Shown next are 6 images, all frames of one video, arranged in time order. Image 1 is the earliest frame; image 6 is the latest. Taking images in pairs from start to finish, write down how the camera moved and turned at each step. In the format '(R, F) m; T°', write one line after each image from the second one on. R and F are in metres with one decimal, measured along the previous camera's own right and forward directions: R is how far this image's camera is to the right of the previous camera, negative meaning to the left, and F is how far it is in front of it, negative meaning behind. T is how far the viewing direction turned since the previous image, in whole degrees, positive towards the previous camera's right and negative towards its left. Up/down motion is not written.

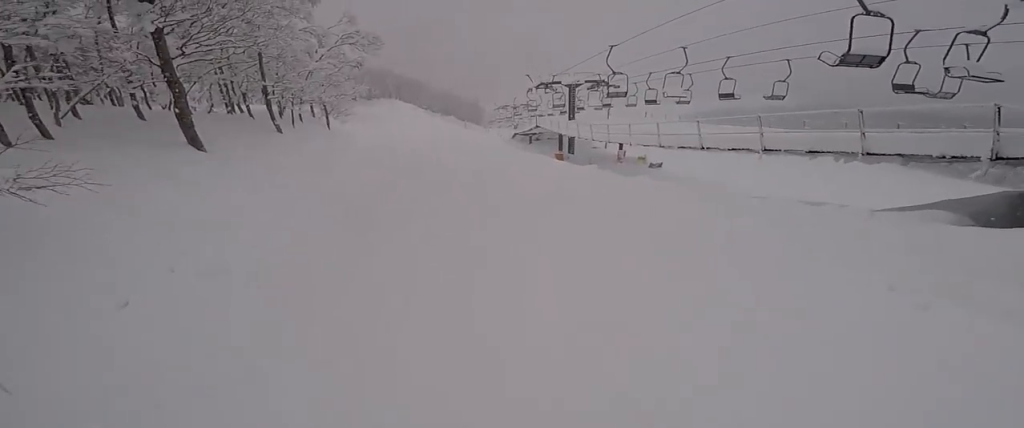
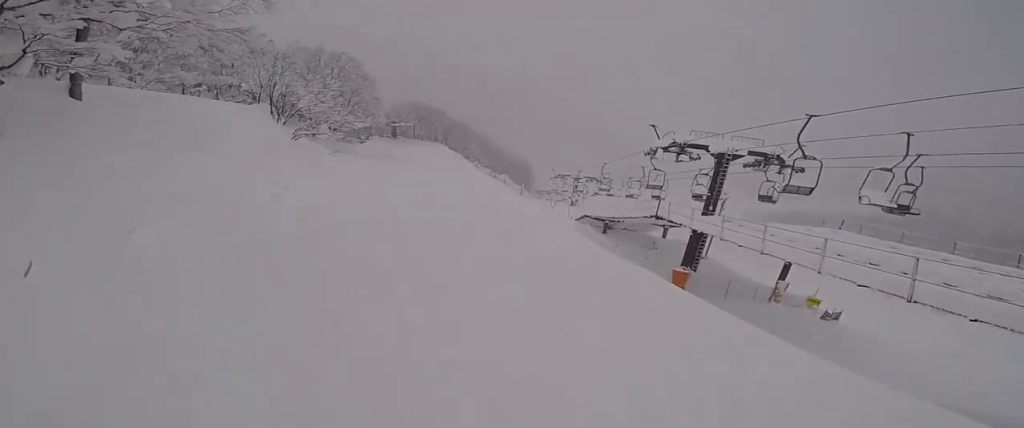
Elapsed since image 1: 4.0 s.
(+3.7, +20.1) m; +3°
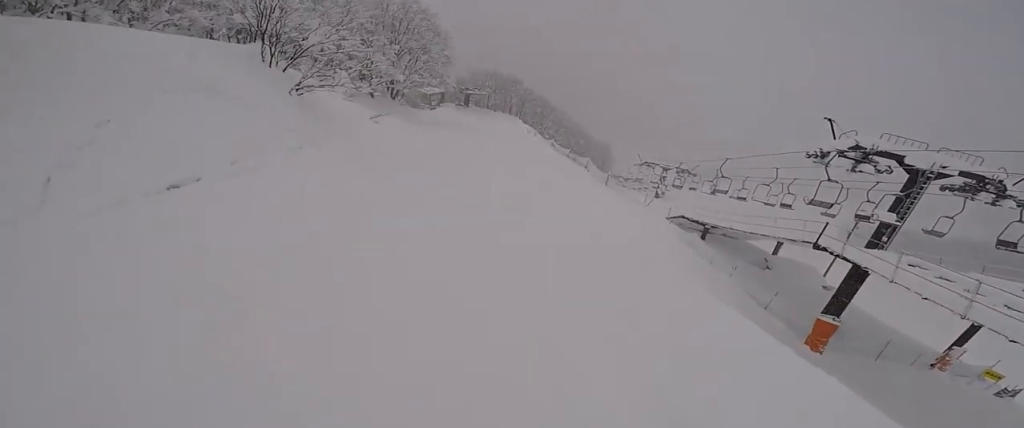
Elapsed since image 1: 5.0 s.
(-0.2, +6.6) m; -3°
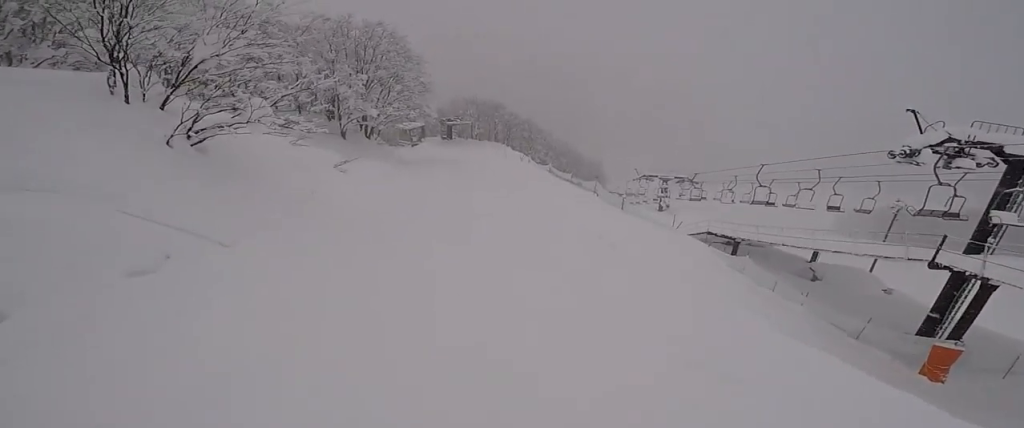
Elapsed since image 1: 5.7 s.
(0.0, +5.0) m; -3°
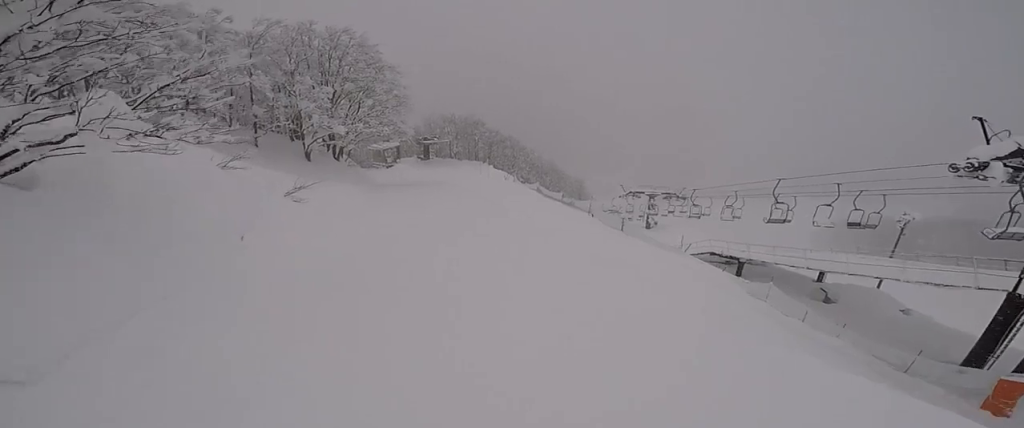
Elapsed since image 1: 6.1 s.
(+0.1, +3.1) m; -2°
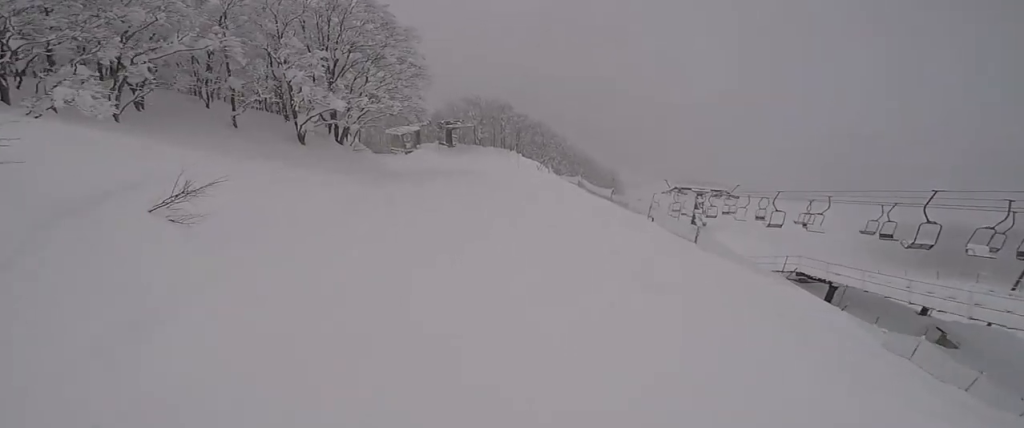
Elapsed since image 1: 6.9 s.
(-0.4, +6.0) m; +4°
